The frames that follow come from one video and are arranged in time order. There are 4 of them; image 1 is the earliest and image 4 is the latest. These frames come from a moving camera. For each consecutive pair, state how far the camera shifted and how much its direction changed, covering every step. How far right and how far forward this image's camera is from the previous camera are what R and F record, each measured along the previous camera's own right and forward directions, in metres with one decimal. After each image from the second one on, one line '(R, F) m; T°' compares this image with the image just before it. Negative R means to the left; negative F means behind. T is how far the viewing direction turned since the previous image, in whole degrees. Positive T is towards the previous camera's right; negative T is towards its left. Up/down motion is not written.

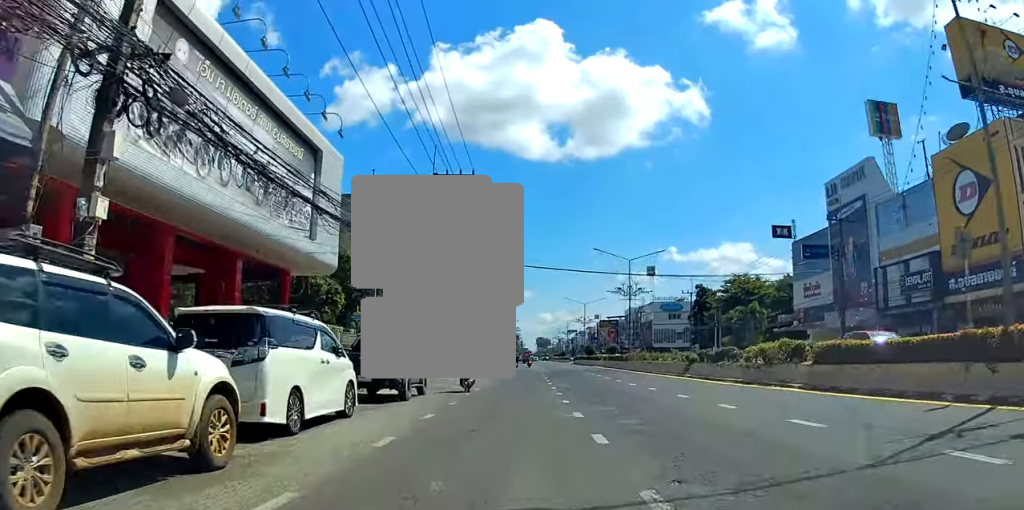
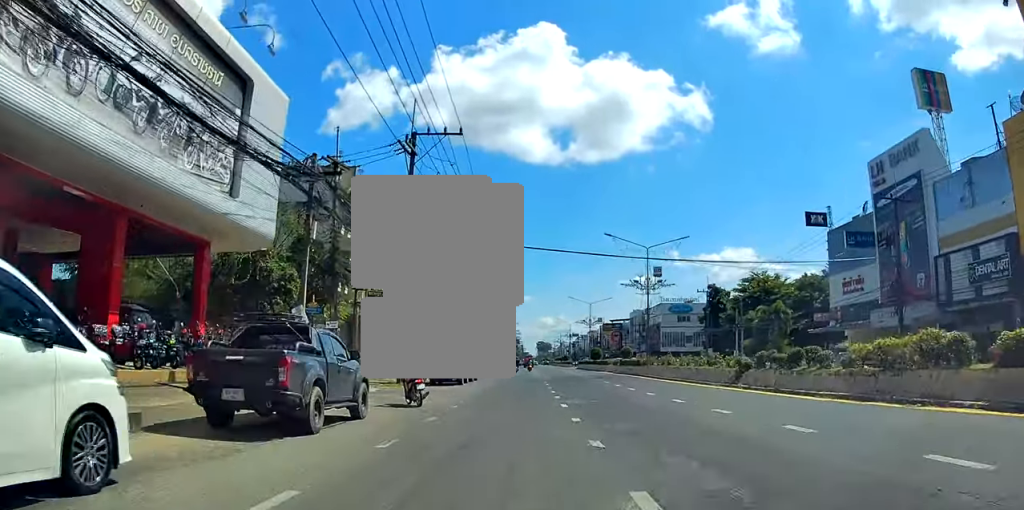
(0.0, +7.8) m; 0°
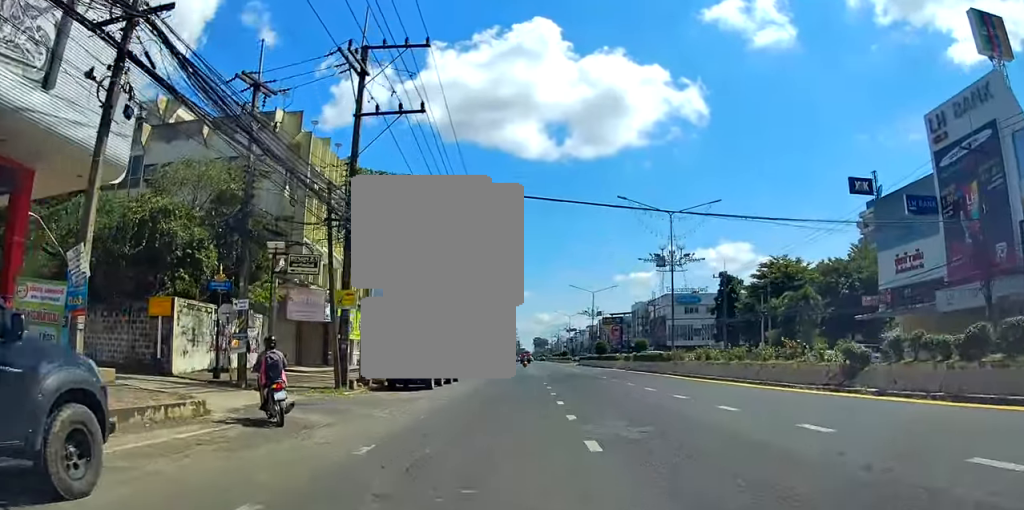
(0.0, +9.4) m; 0°
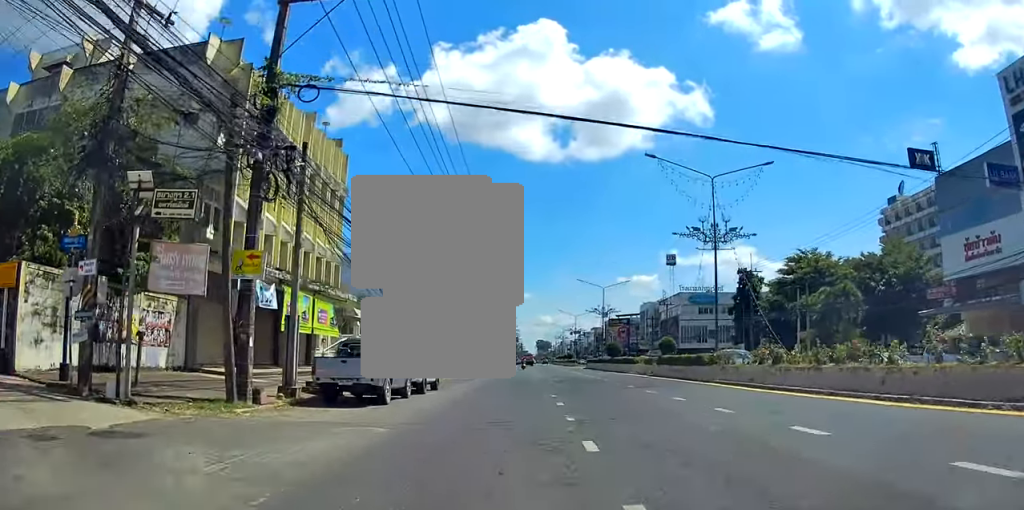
(+0.1, +8.1) m; 0°
